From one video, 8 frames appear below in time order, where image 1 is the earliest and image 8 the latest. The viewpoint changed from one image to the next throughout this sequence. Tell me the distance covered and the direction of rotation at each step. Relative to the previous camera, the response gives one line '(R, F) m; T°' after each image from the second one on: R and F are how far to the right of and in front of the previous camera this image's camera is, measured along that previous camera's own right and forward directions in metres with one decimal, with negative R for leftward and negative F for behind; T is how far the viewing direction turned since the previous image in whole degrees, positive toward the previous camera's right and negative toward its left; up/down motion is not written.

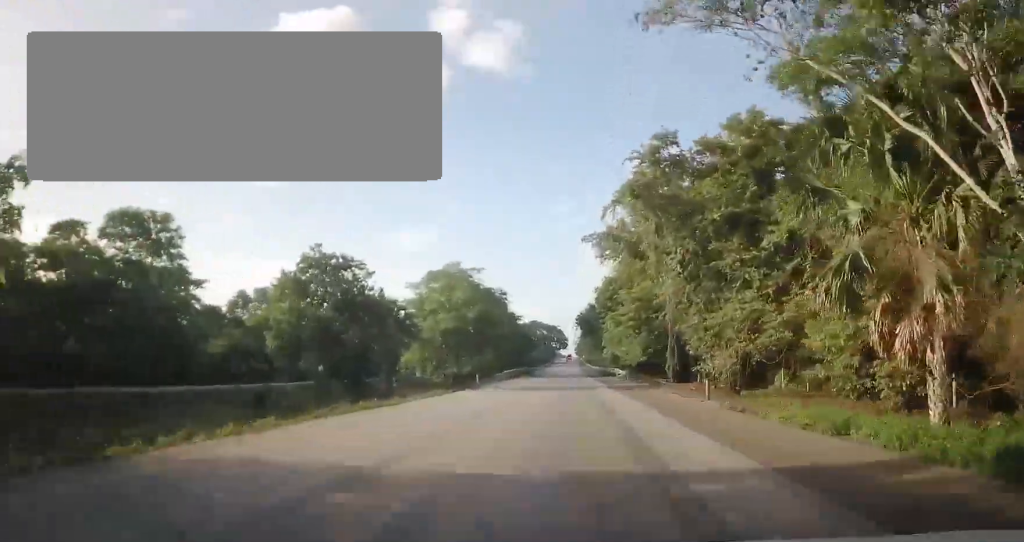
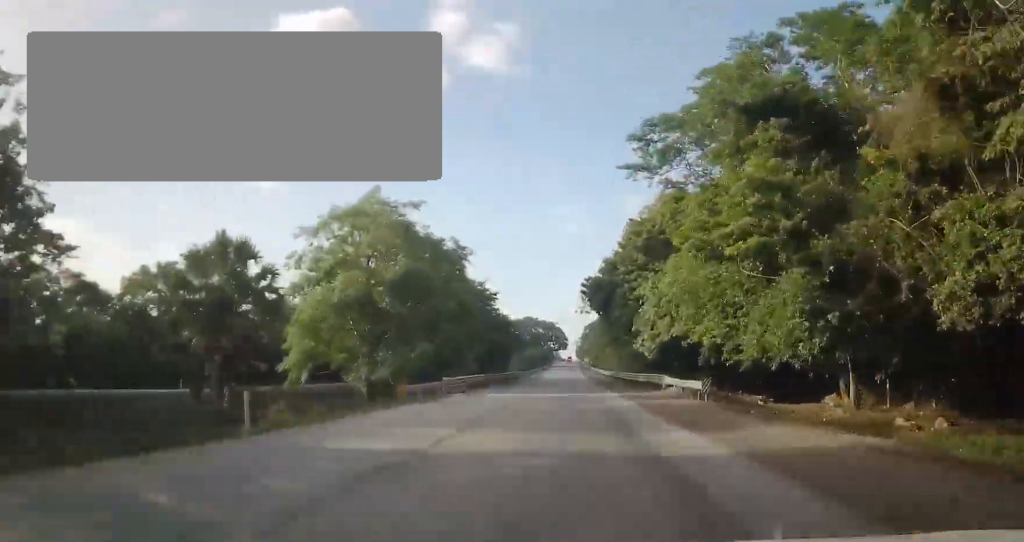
(0.0, +30.4) m; +1°
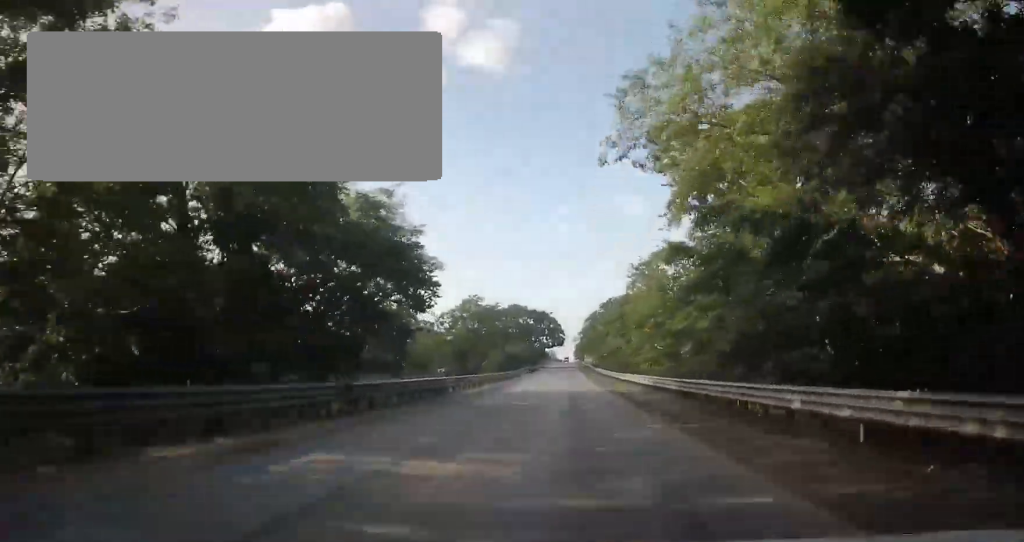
(+0.7, +39.1) m; +1°
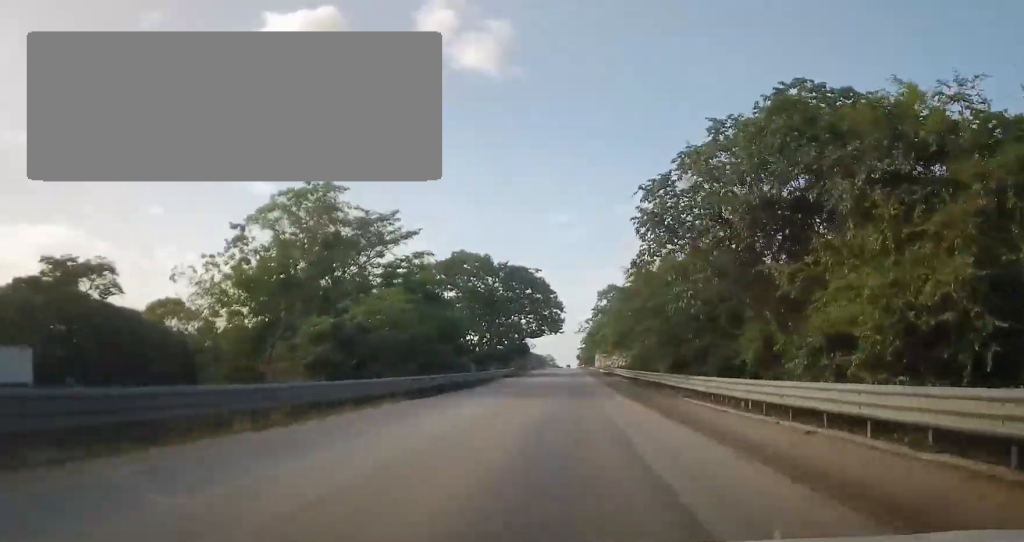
(-1.4, +70.8) m; -1°
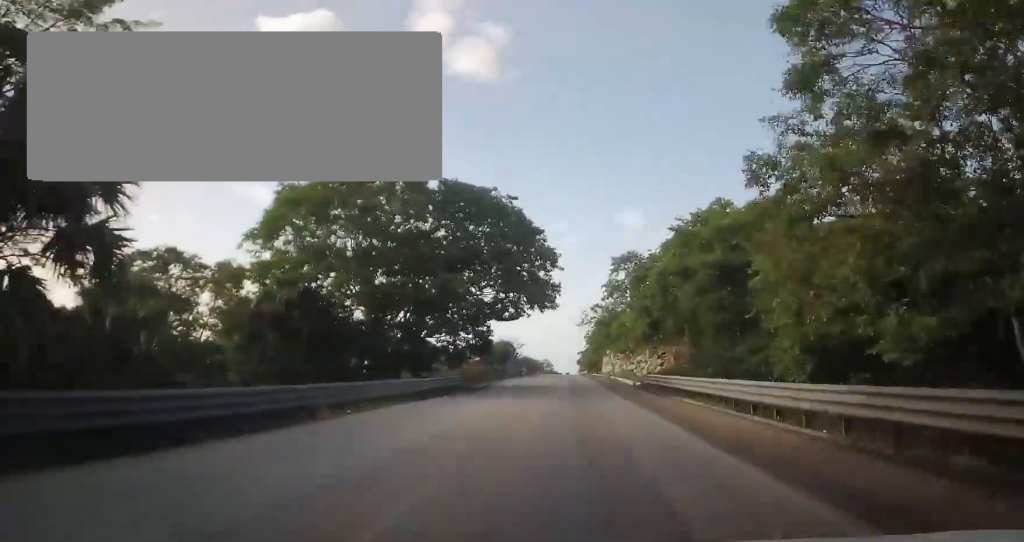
(0.0, +35.3) m; 0°
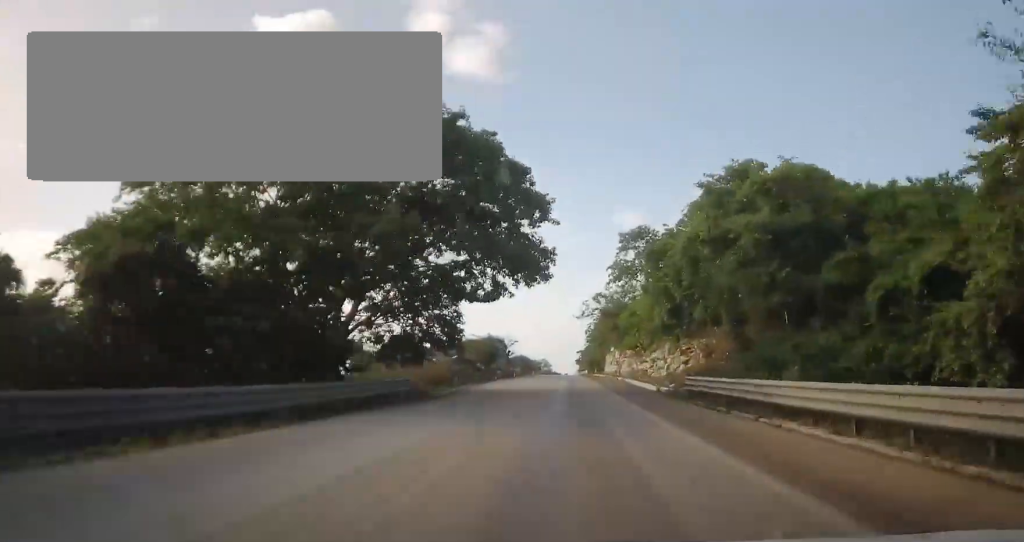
(0.0, +12.0) m; 0°
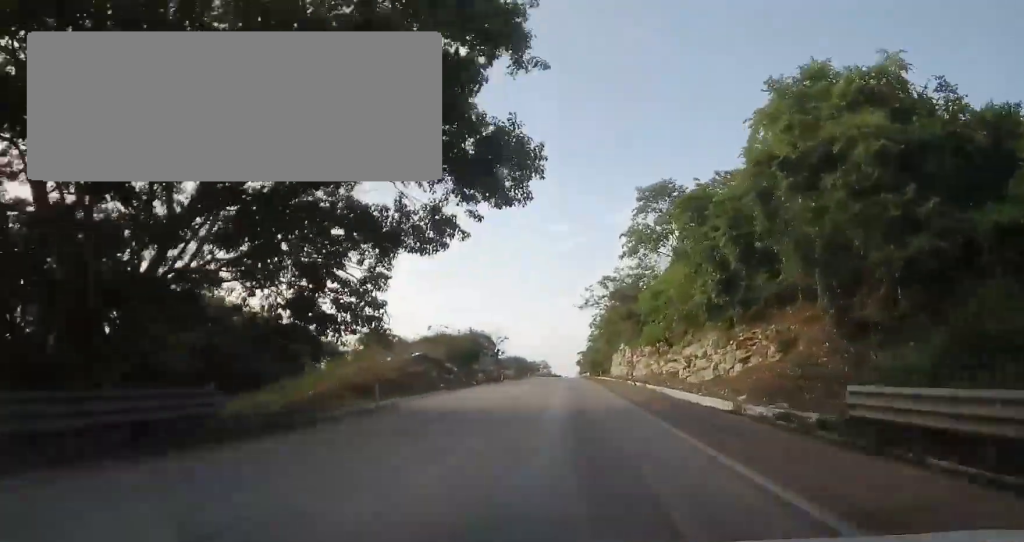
(0.0, +14.4) m; 0°
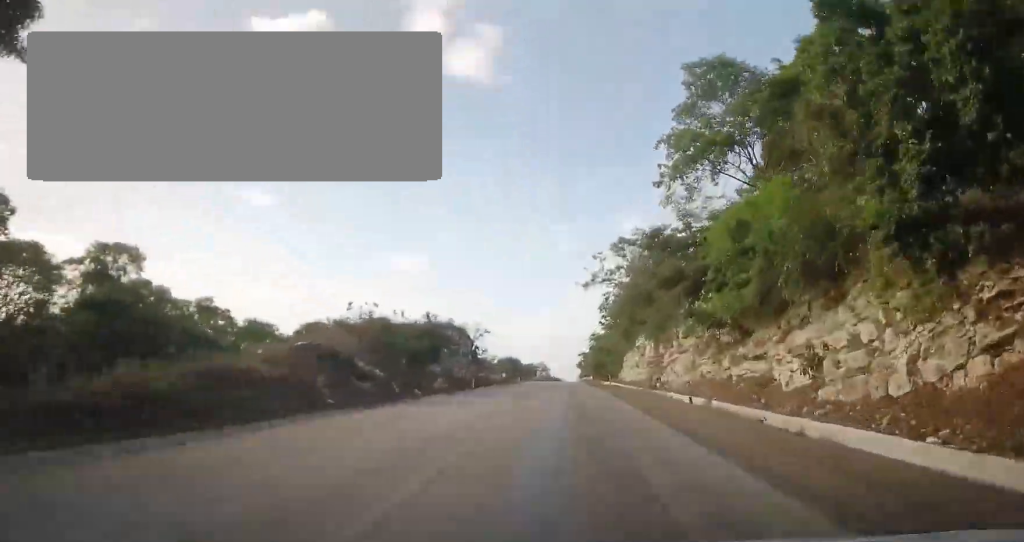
(0.0, +18.1) m; 0°
